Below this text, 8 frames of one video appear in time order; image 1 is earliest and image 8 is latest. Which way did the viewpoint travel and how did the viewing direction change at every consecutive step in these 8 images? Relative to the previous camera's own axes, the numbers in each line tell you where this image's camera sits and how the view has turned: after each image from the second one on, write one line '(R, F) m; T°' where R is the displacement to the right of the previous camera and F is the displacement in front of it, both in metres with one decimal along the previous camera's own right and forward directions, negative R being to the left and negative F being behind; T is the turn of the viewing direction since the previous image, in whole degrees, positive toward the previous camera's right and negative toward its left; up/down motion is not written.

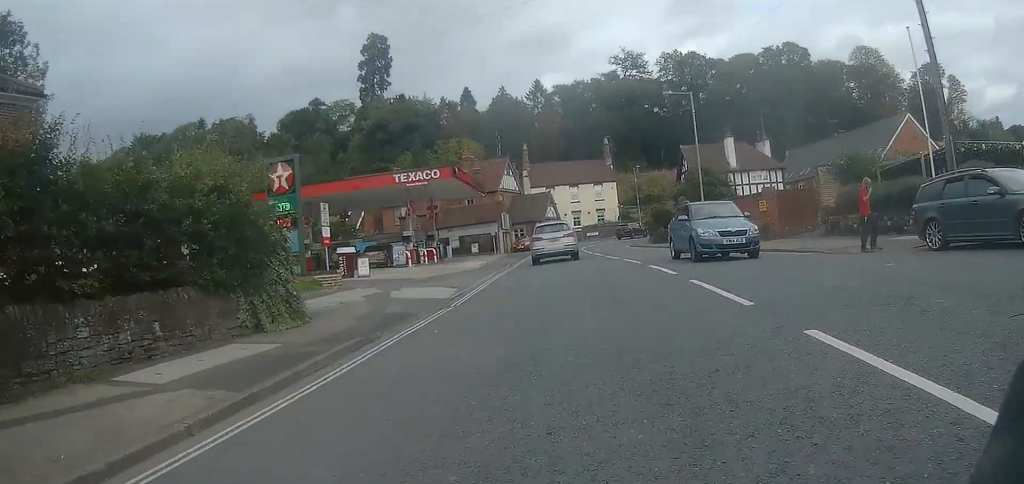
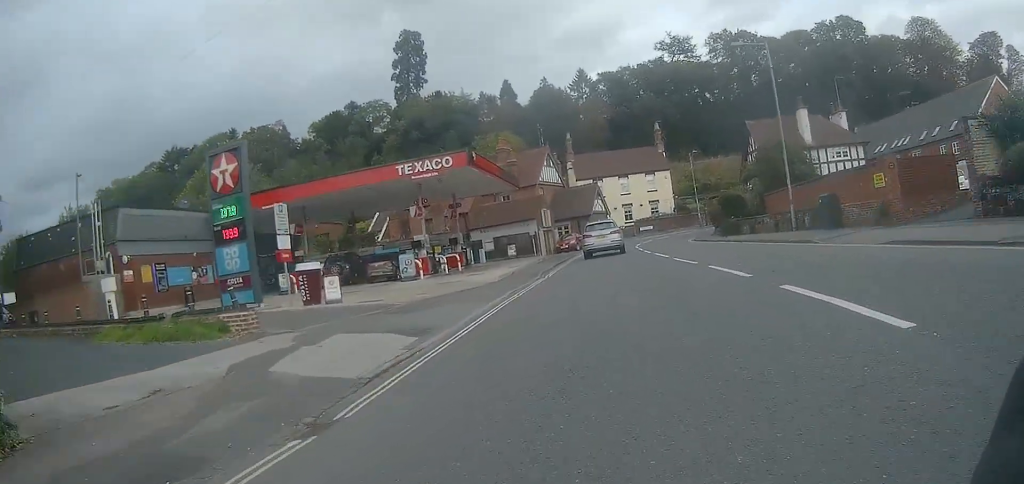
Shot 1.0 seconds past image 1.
(-0.6, +8.2) m; -7°
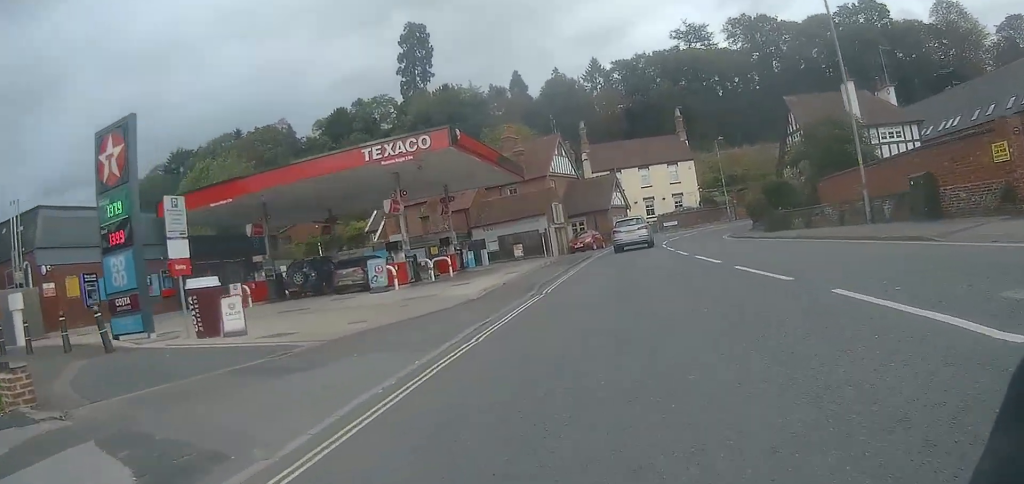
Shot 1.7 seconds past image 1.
(-0.4, +6.4) m; -3°
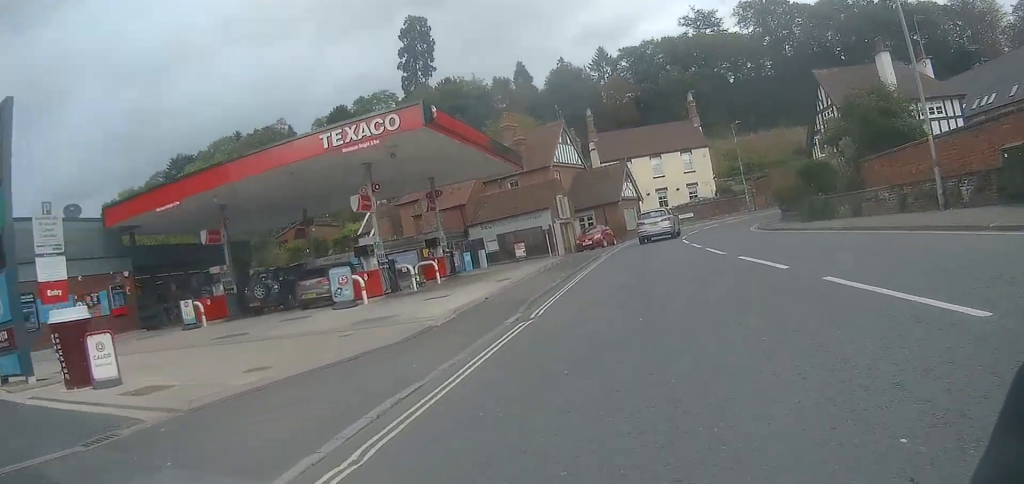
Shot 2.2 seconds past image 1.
(+0.1, +4.4) m; 0°
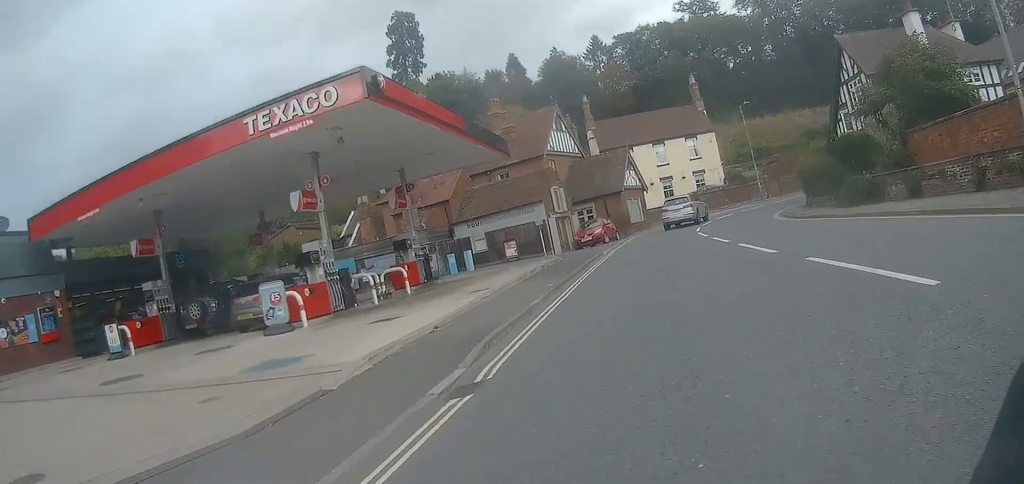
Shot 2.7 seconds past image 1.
(+0.1, +4.4) m; 0°
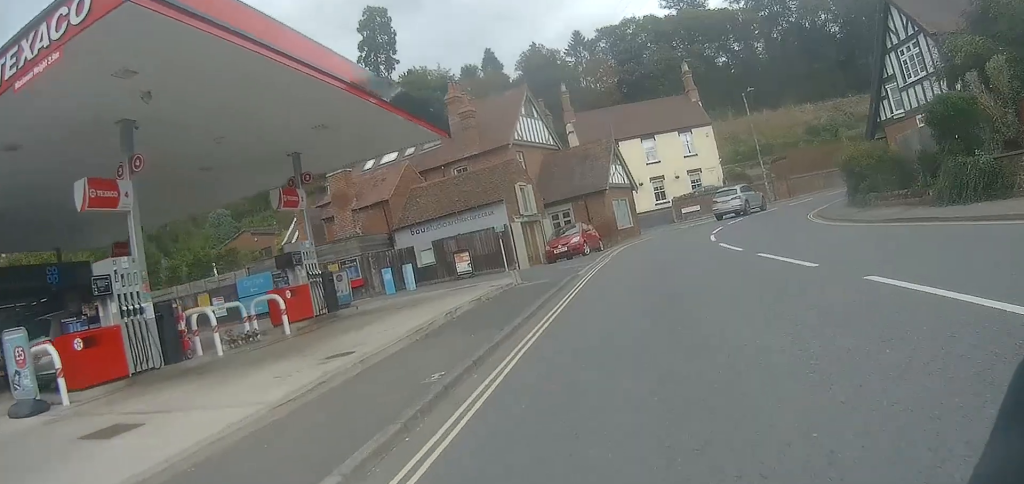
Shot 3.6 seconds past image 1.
(-0.2, +7.8) m; -1°
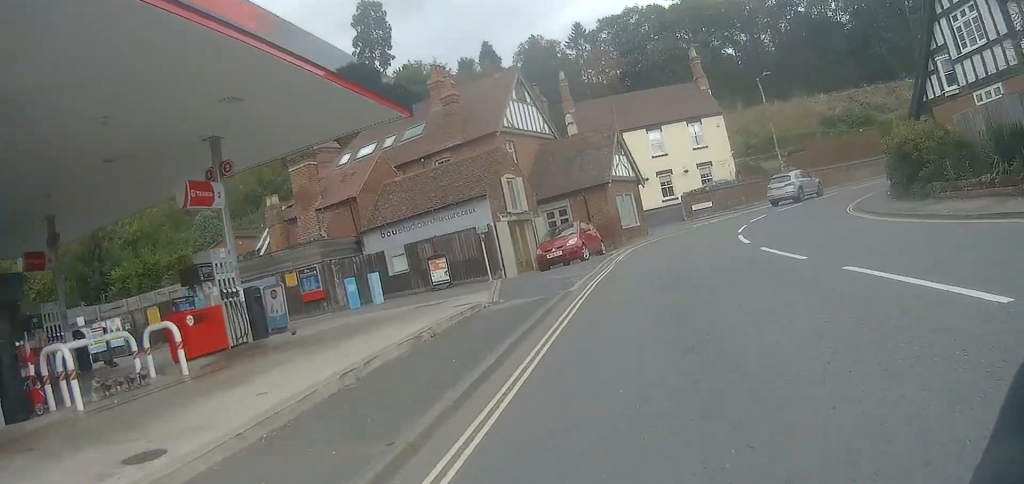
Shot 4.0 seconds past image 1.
(0.0, +4.2) m; 0°
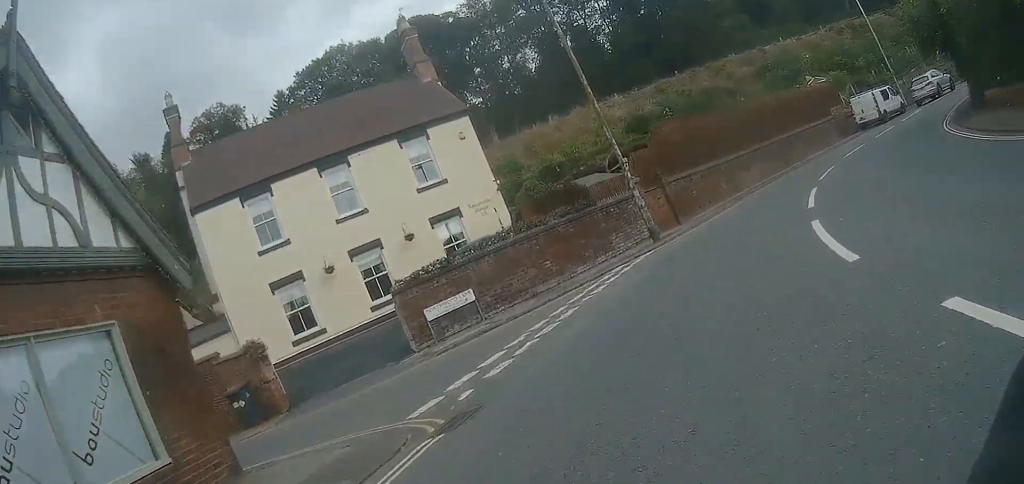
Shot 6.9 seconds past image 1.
(+3.8, +24.5) m; +32°
